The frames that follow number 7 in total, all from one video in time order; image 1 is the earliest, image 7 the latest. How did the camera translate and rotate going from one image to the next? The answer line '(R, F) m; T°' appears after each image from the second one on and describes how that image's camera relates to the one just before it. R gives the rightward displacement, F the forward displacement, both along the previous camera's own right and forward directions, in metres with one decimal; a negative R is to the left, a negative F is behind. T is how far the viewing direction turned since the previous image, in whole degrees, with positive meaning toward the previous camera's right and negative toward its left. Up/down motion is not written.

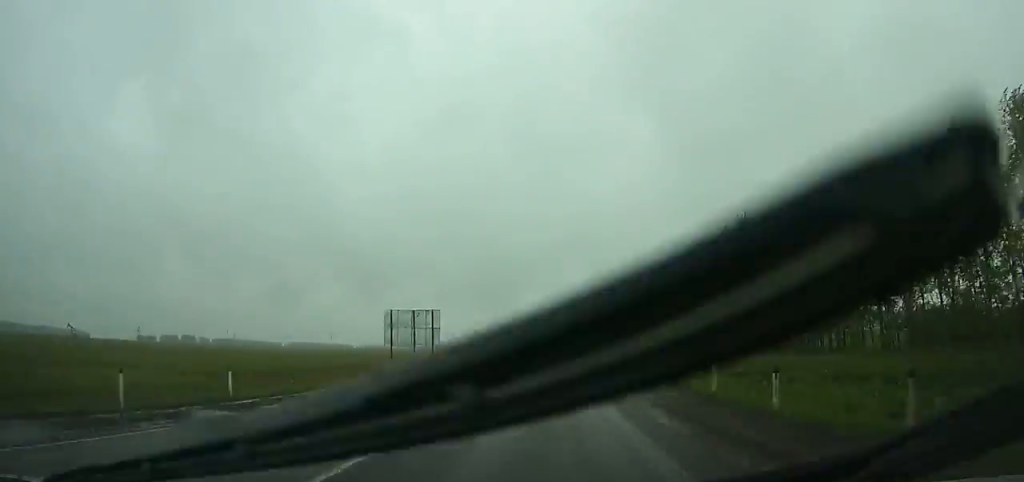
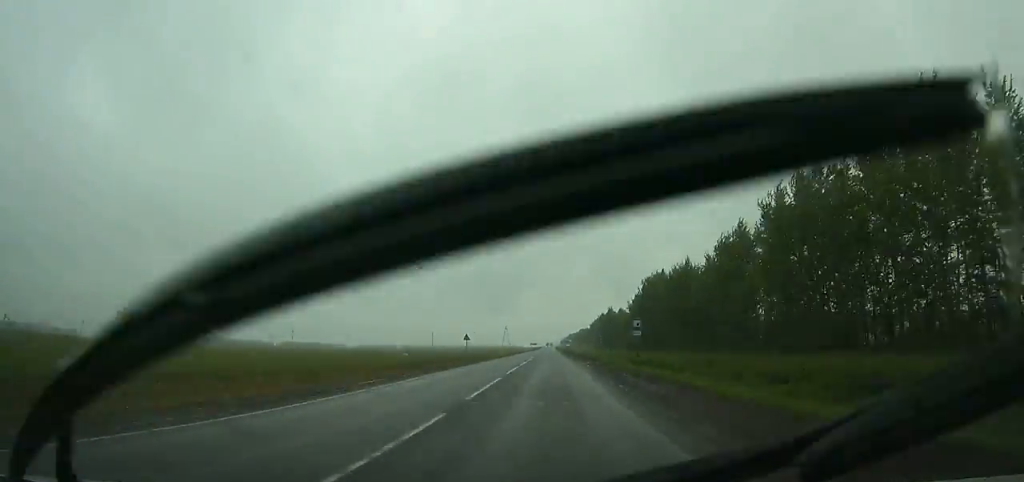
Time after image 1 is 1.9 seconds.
(0.0, +45.2) m; 0°
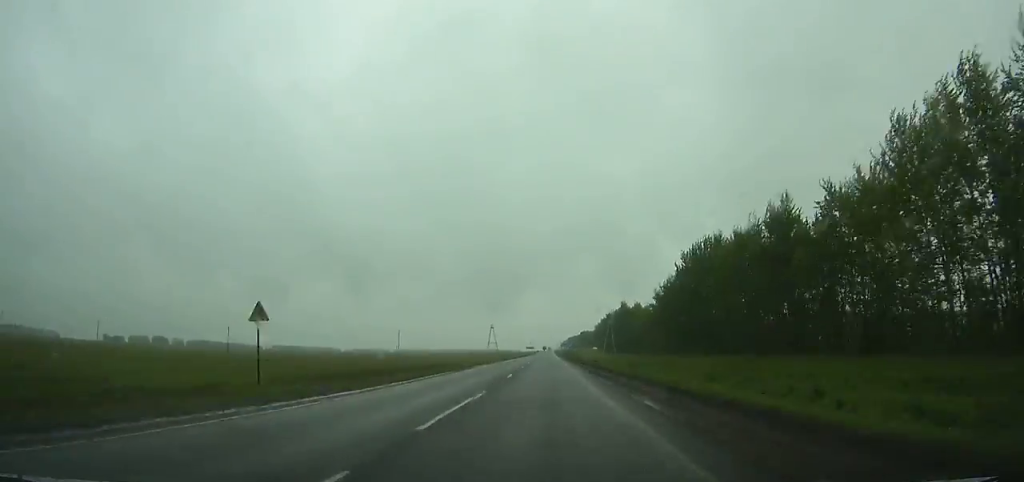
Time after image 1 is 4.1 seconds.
(-0.1, +52.7) m; 0°
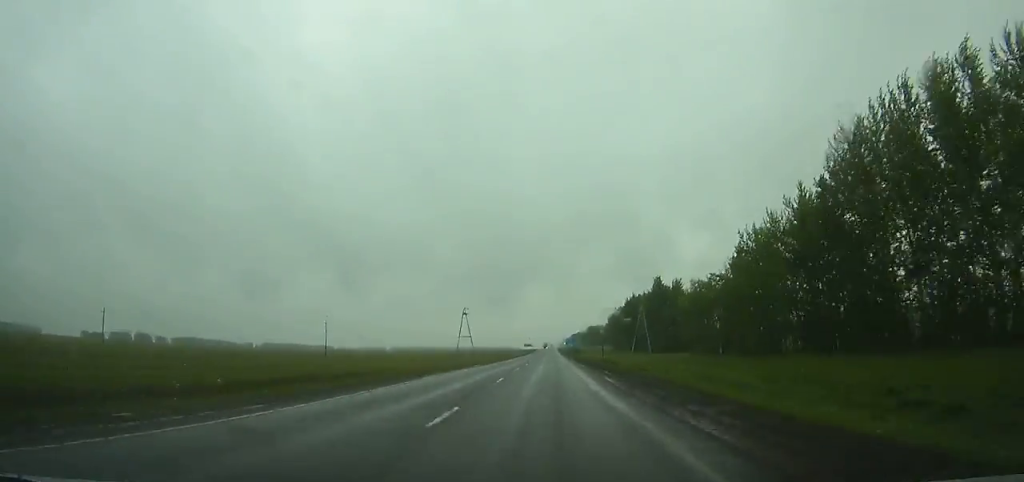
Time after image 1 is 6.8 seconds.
(-0.1, +65.0) m; 0°
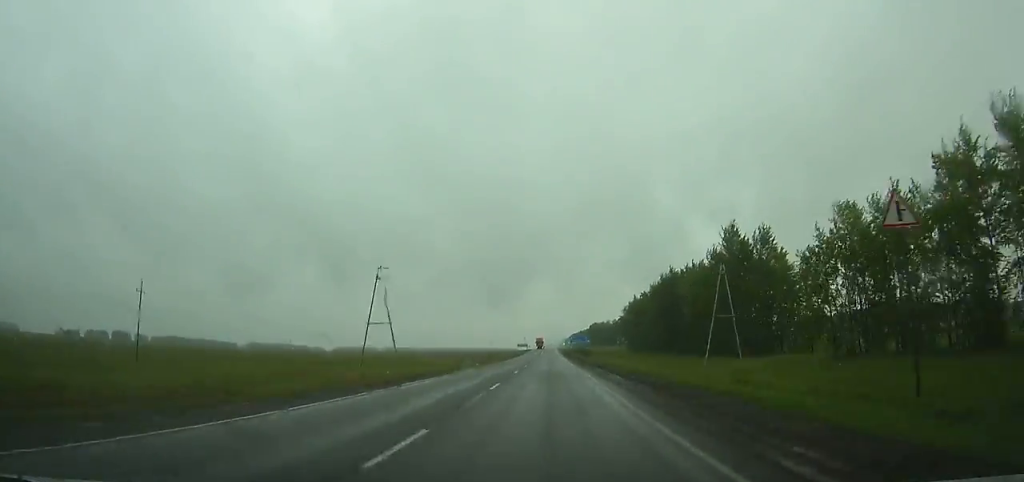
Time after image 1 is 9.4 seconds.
(0.0, +62.7) m; 0°
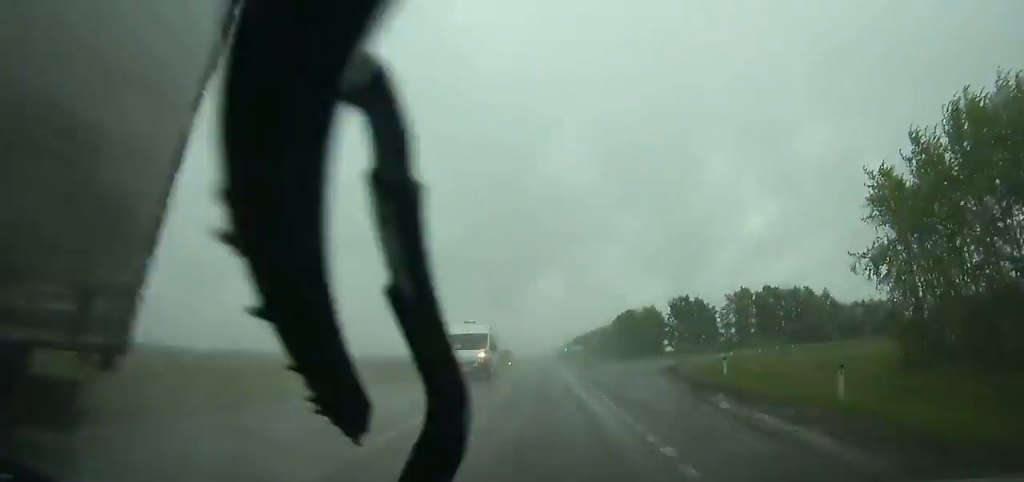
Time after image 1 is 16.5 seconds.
(+1.4, +169.5) m; 0°
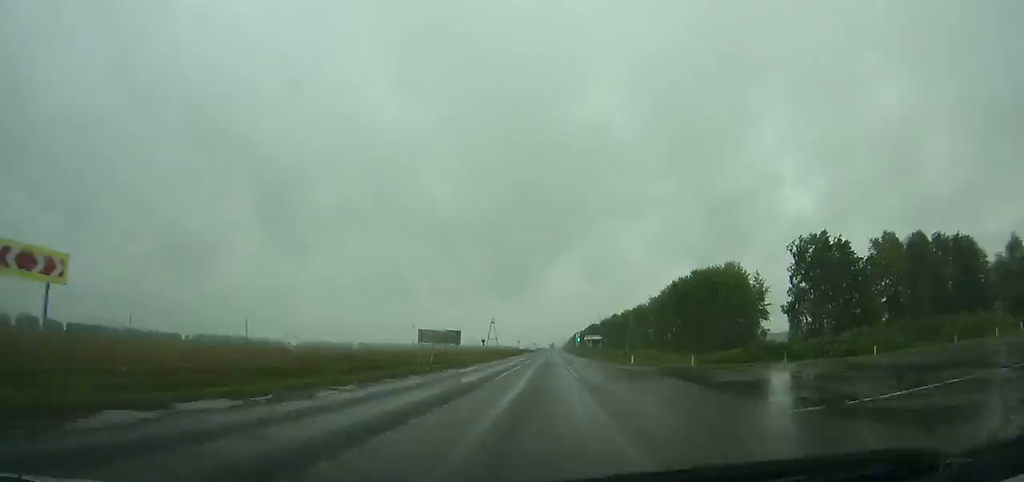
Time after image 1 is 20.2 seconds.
(-0.7, +87.0) m; -1°
